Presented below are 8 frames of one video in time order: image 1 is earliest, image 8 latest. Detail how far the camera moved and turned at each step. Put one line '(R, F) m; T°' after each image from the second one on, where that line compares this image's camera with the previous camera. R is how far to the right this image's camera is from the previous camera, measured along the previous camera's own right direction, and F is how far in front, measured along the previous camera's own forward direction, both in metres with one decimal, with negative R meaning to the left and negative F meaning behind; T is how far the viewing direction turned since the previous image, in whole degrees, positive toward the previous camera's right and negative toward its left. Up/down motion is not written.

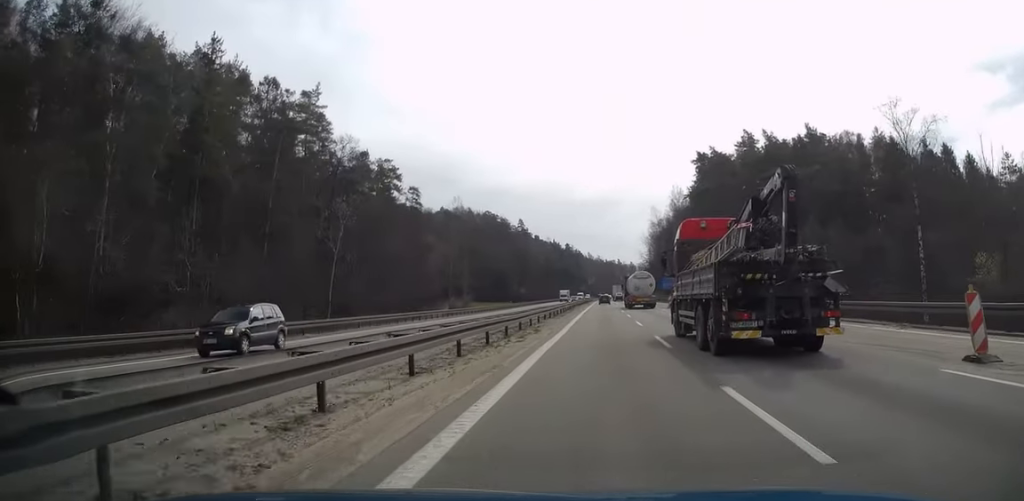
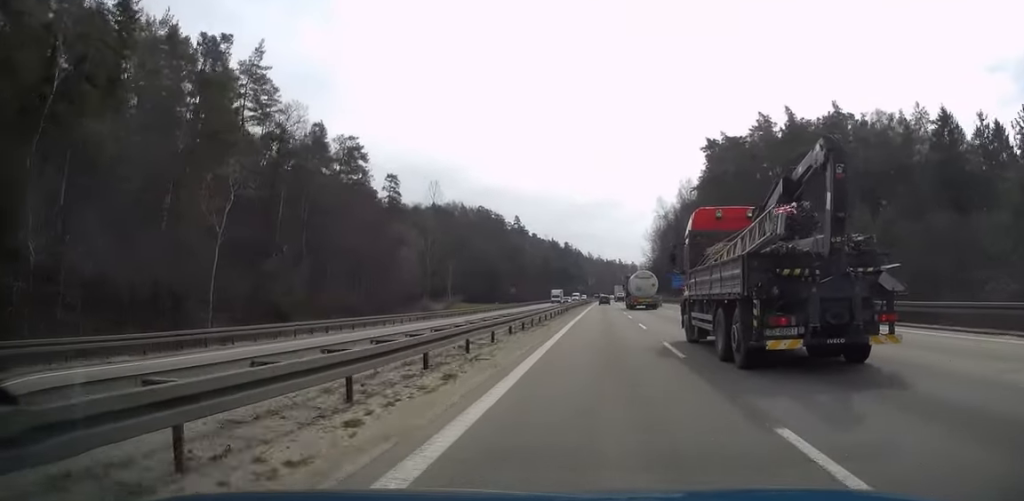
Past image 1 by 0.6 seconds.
(+0.1, +14.9) m; 0°
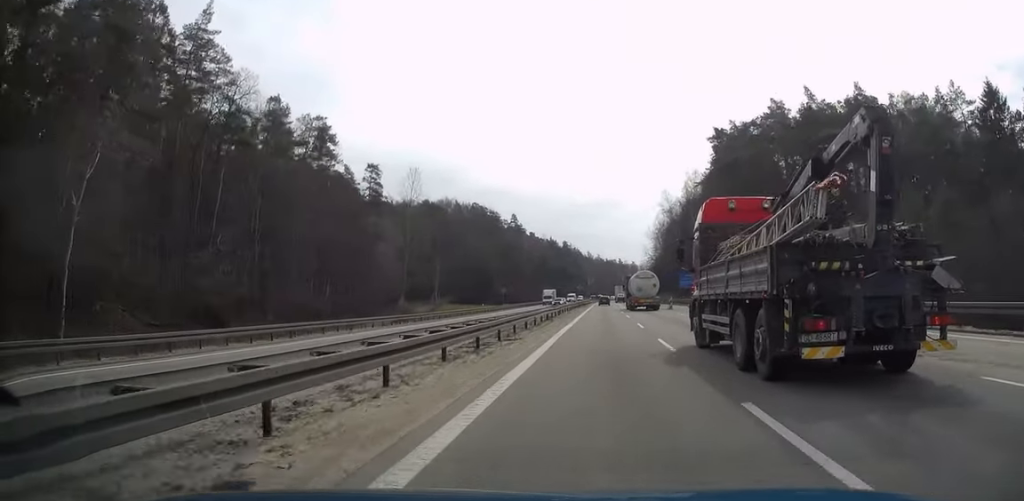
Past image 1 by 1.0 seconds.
(0.0, +10.4) m; 0°
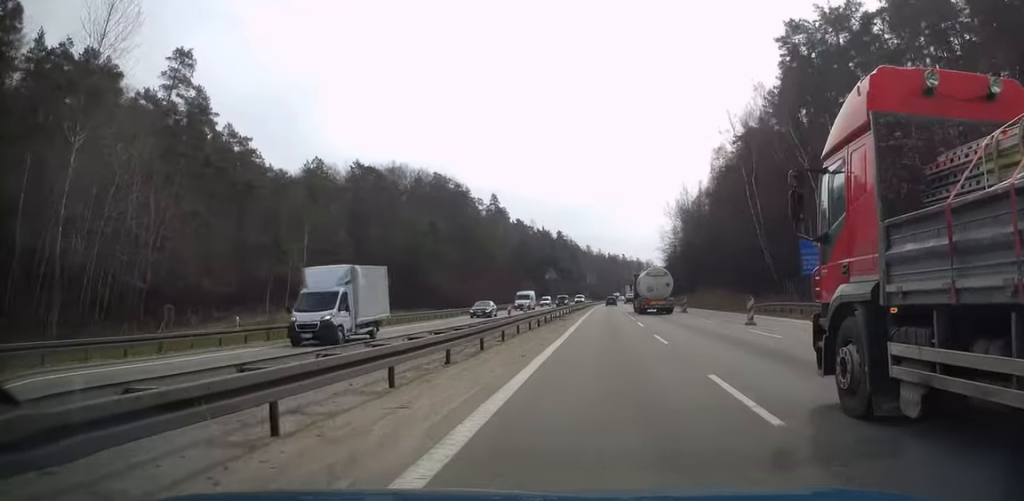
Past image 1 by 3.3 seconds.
(-0.5, +56.6) m; 0°
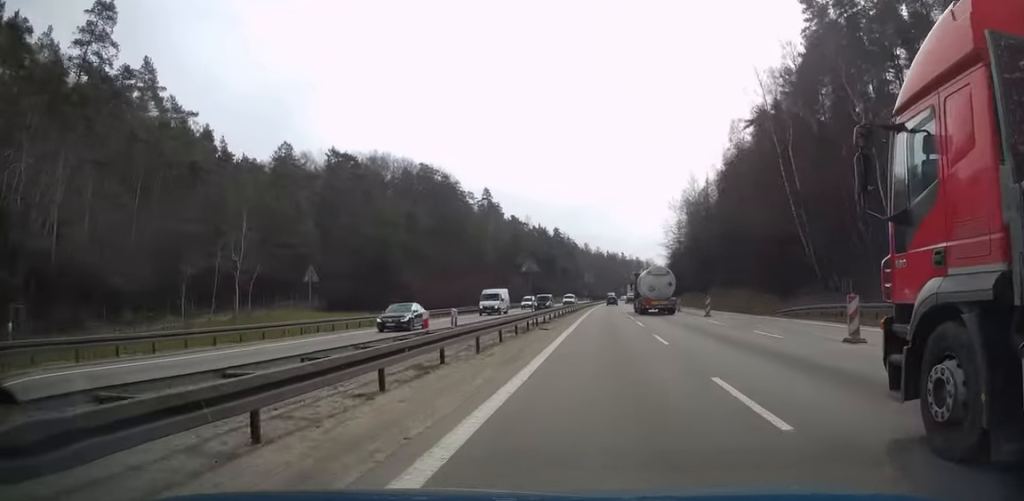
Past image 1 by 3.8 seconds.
(0.0, +12.4) m; 0°
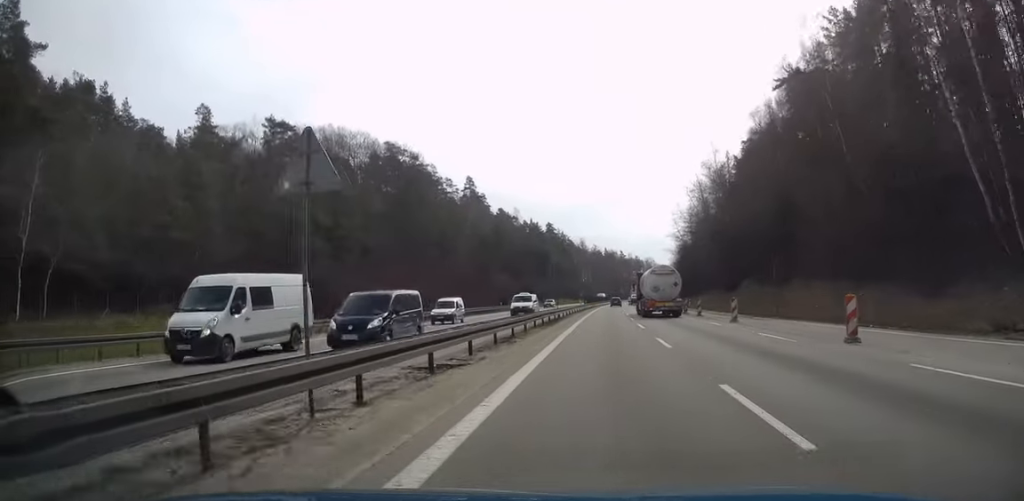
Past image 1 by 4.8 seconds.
(+0.2, +24.8) m; 0°
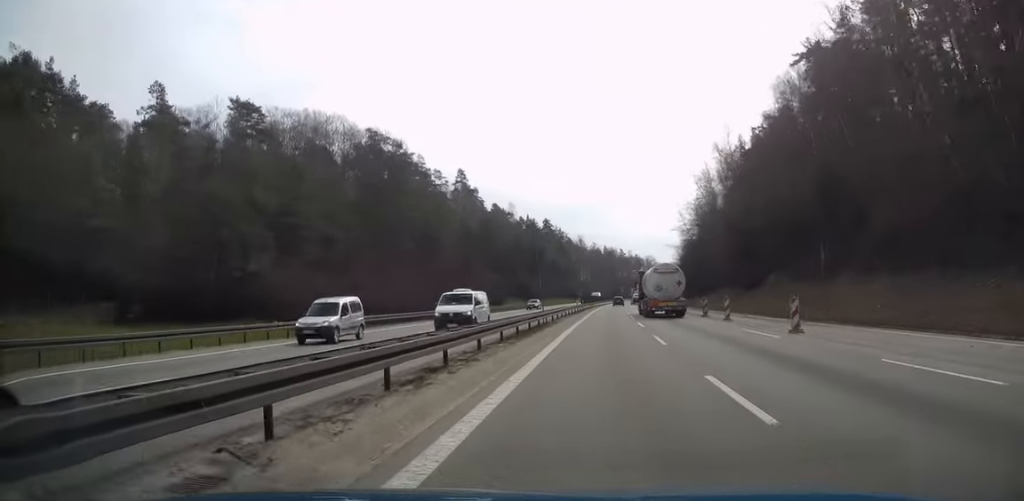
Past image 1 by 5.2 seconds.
(-0.1, +10.7) m; 0°
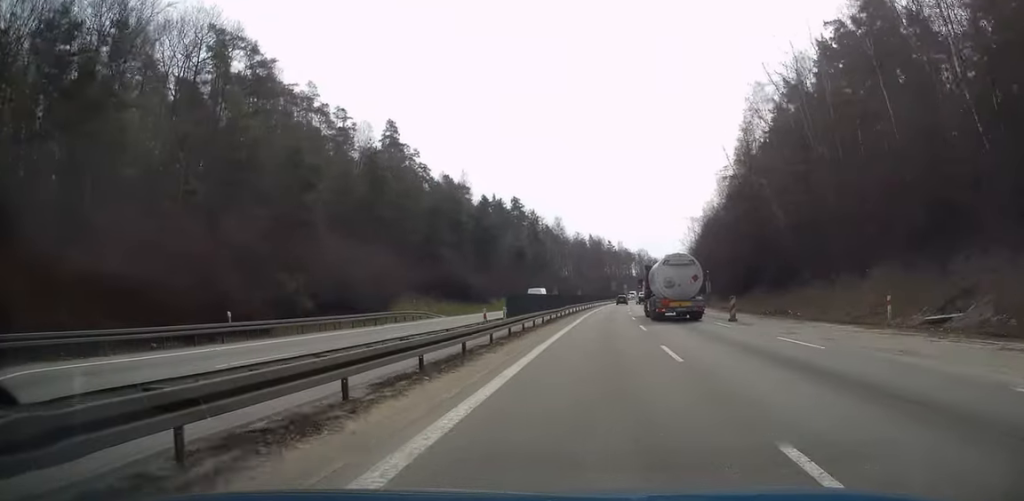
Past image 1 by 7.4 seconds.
(+0.4, +53.2) m; +1°
